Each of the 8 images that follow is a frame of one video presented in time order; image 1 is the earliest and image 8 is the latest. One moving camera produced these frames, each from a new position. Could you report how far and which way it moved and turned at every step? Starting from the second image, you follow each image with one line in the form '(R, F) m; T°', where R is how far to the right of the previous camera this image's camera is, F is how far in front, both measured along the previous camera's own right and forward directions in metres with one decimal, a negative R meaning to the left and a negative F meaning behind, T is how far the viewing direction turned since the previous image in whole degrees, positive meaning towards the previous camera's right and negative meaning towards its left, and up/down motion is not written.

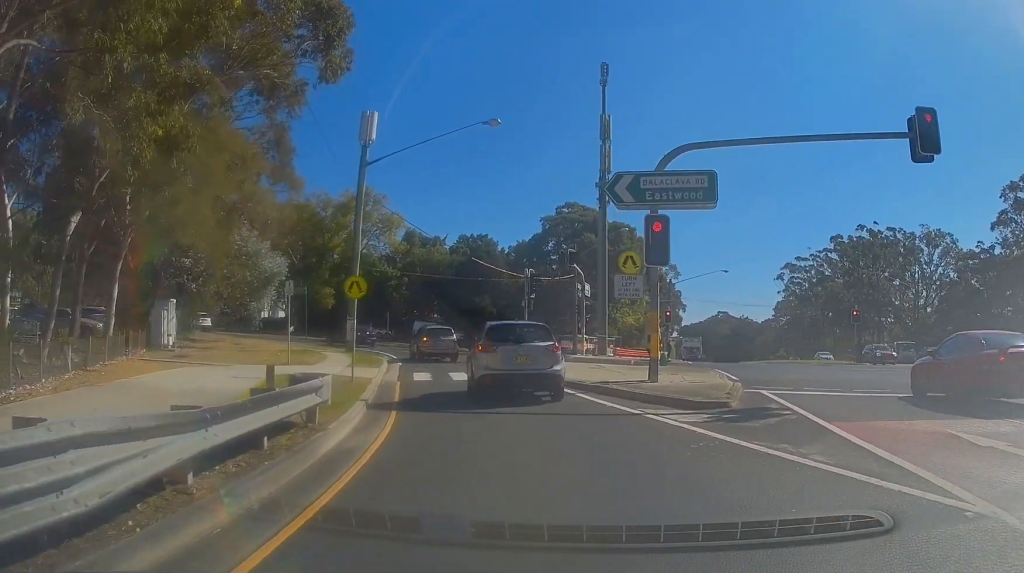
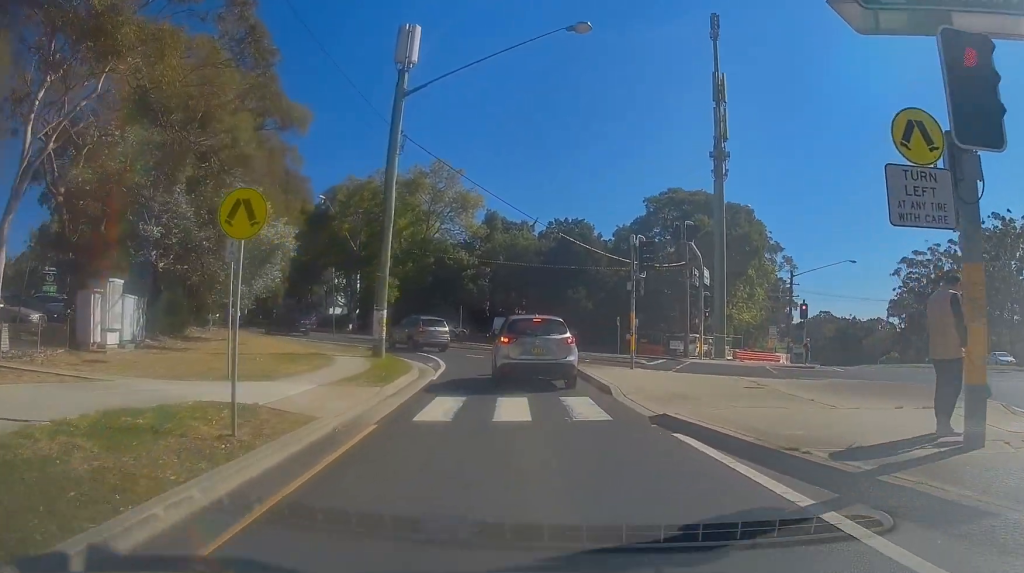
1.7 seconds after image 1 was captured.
(-1.6, +10.3) m; -13°
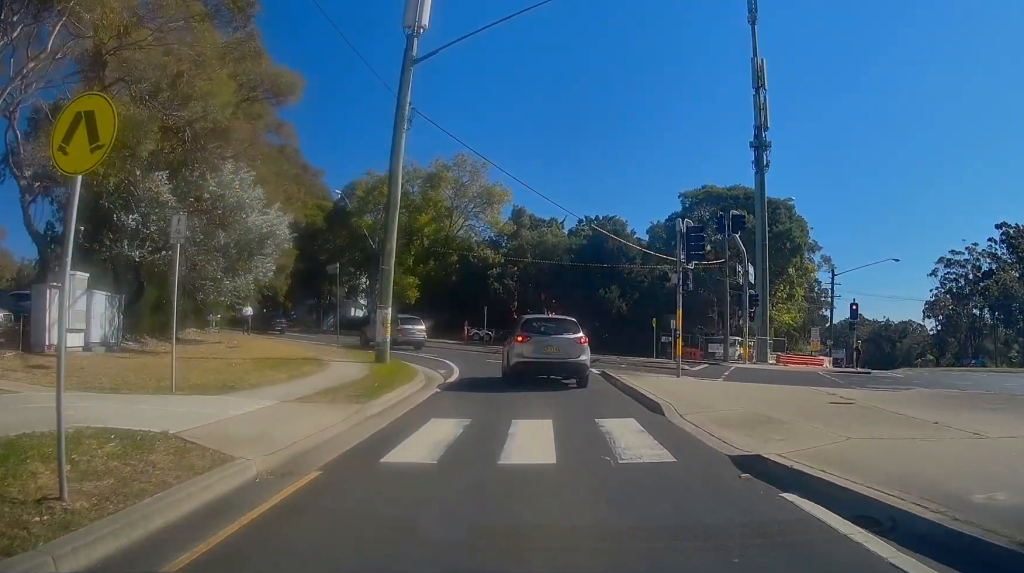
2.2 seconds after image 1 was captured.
(-0.2, +3.2) m; -1°
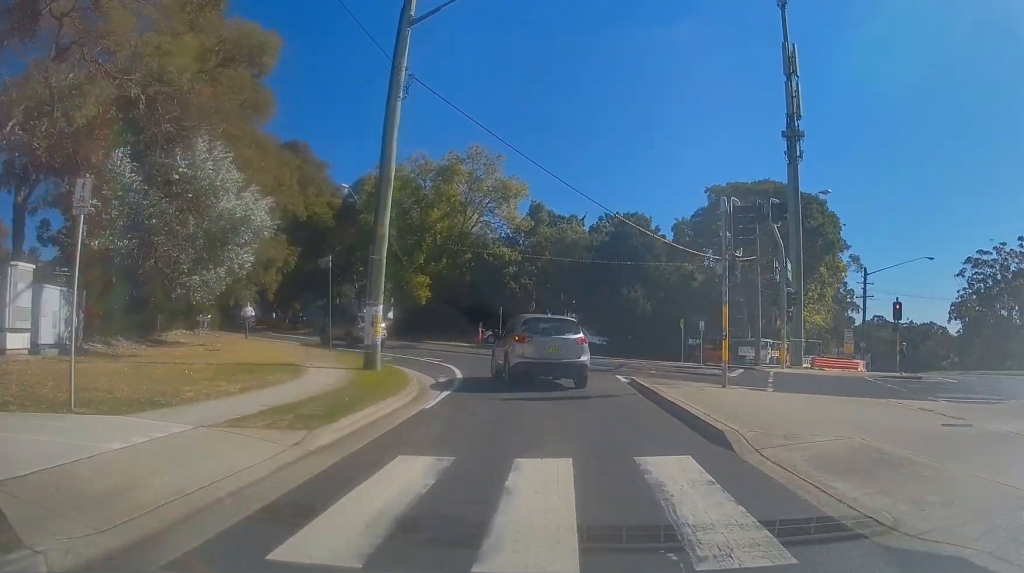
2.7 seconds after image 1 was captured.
(+0.2, +3.2) m; +1°
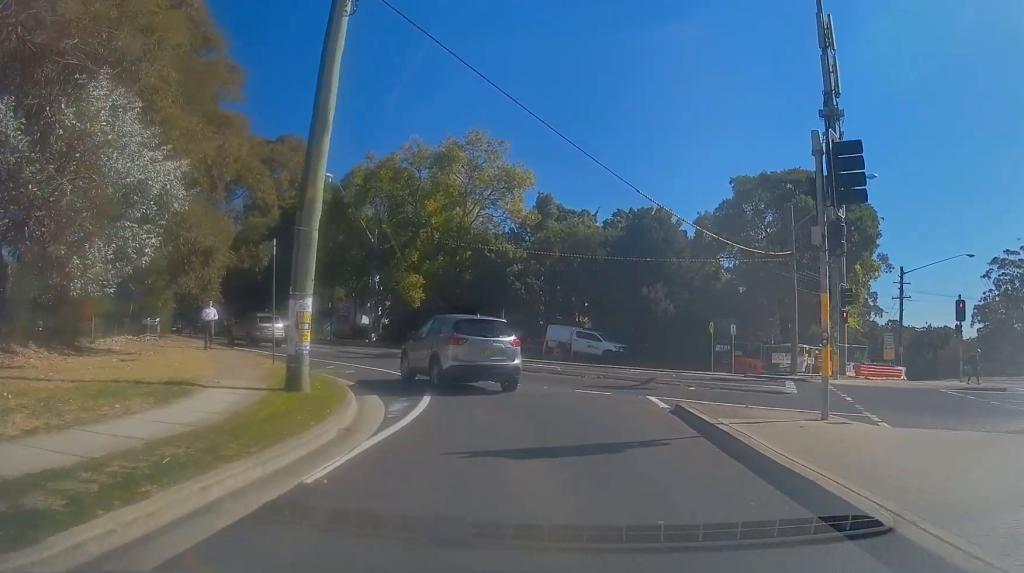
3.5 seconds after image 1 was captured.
(+0.1, +5.6) m; -2°
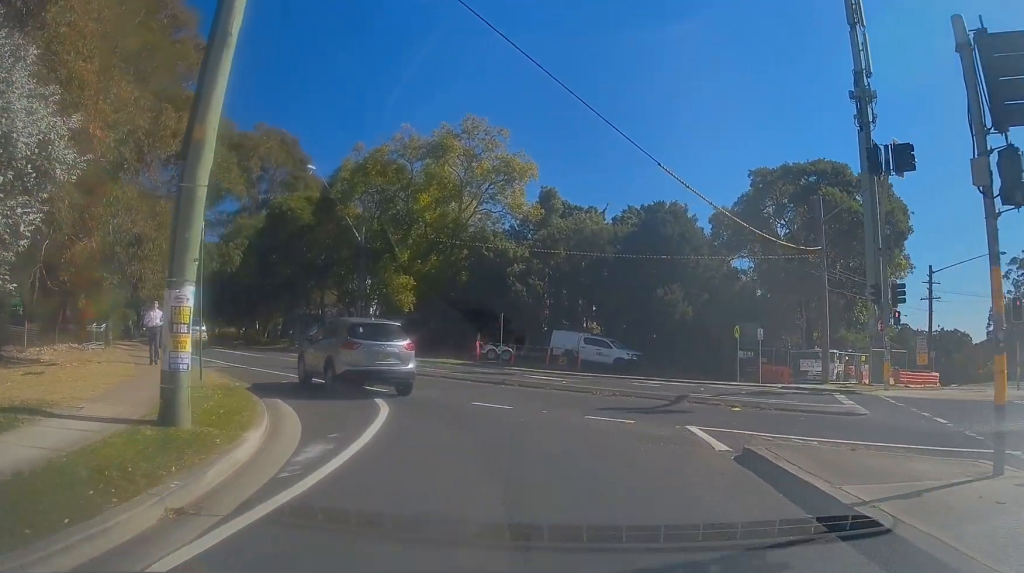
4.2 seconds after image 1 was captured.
(0.0, +4.4) m; -4°
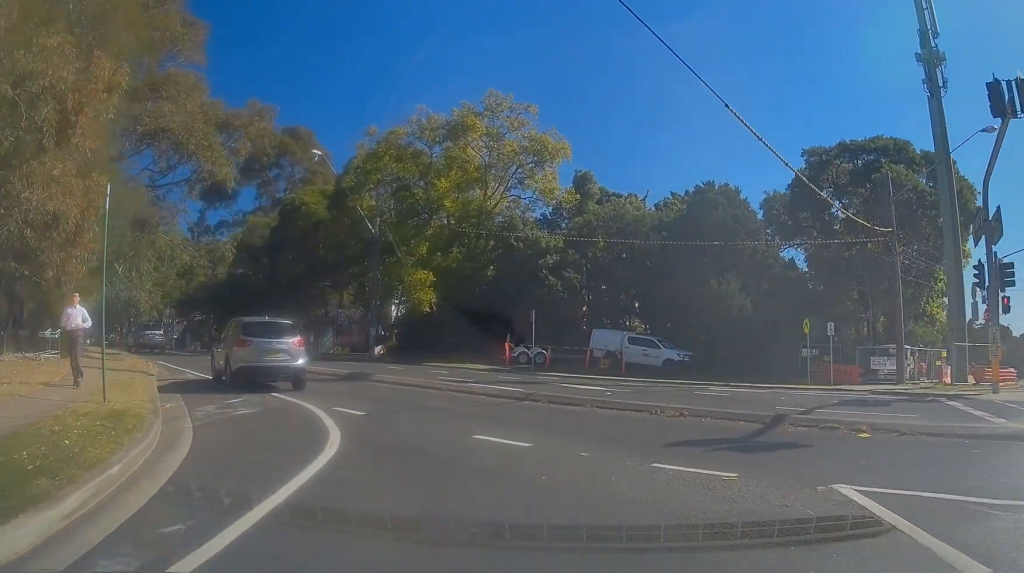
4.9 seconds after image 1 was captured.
(-0.4, +5.0) m; -8°
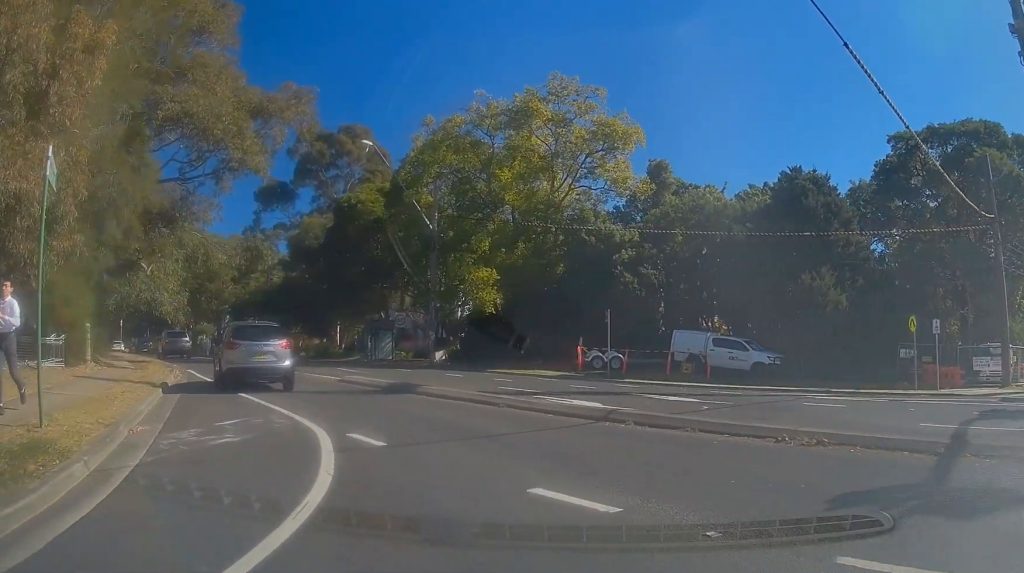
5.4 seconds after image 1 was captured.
(-0.2, +3.5) m; -6°
